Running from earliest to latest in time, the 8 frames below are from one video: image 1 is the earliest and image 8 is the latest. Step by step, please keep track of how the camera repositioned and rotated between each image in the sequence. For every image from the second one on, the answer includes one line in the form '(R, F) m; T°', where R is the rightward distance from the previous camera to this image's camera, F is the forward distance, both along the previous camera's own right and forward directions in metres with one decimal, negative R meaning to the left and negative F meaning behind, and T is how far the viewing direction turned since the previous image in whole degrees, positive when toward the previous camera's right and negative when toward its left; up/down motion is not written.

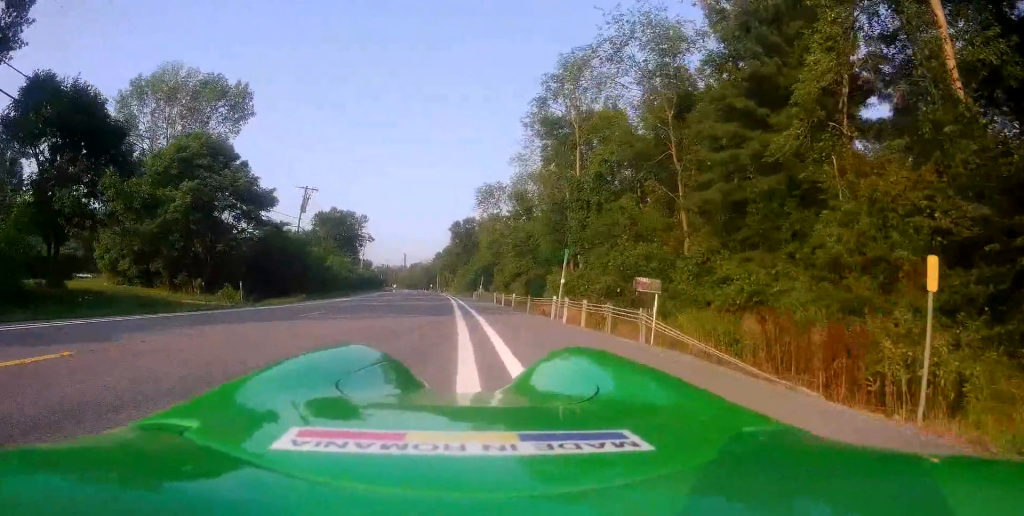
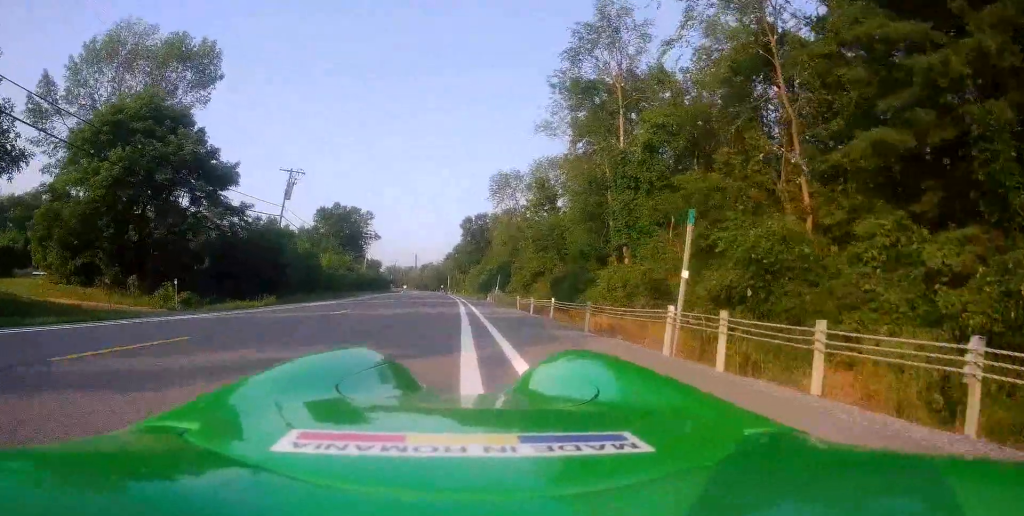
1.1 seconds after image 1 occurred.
(+0.1, +8.9) m; -1°
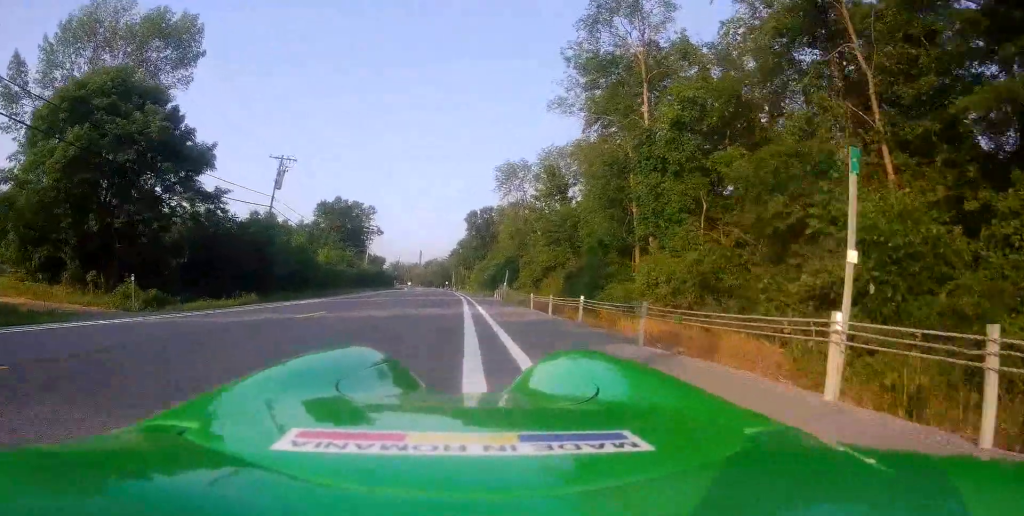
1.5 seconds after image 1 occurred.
(-0.1, +3.8) m; -1°
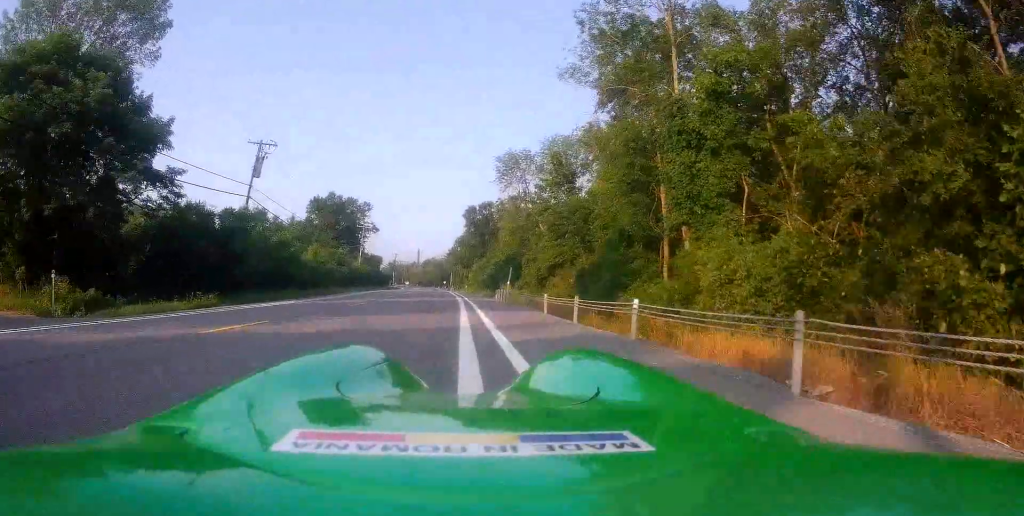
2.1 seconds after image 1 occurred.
(-0.2, +4.9) m; -1°
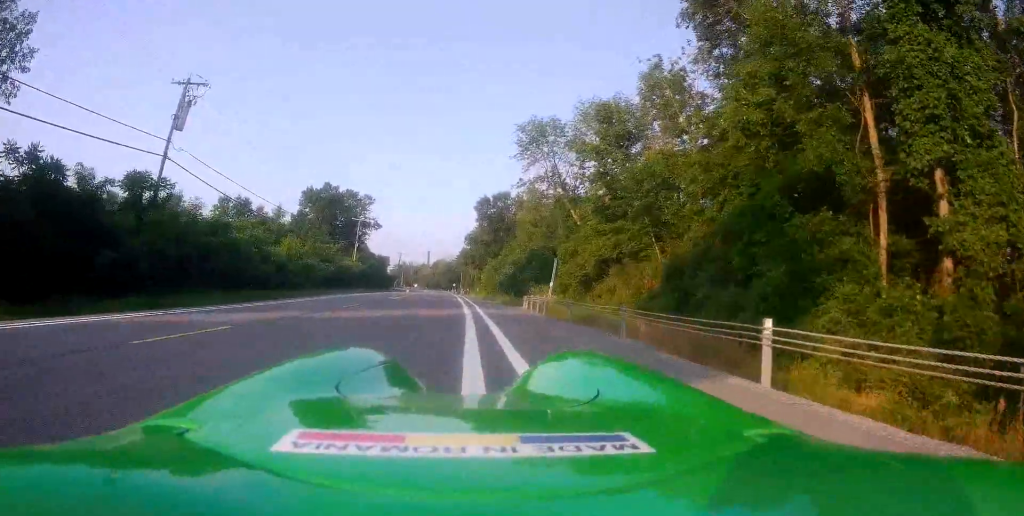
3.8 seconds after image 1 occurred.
(0.0, +14.0) m; 0°
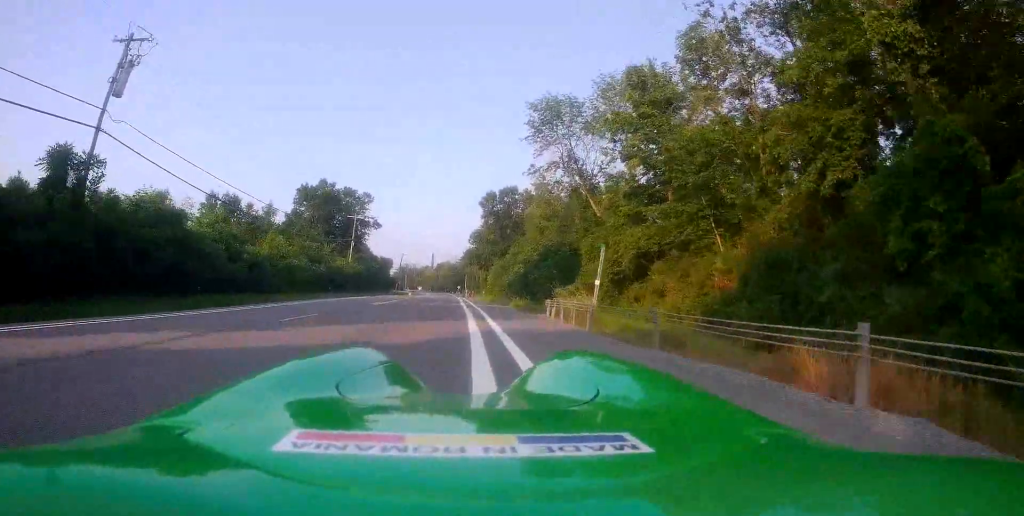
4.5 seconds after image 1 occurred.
(0.0, +6.3) m; -1°
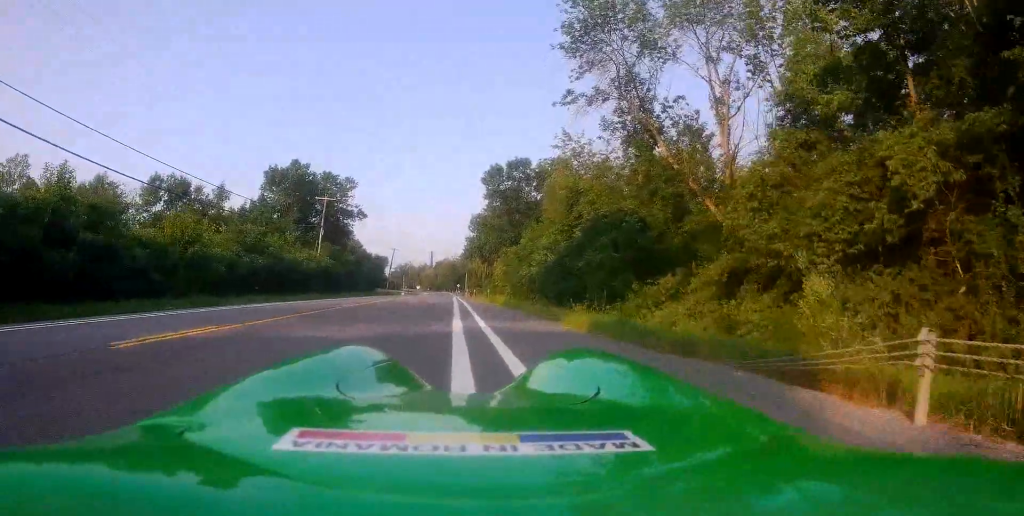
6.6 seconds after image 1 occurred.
(-0.7, +17.8) m; -1°
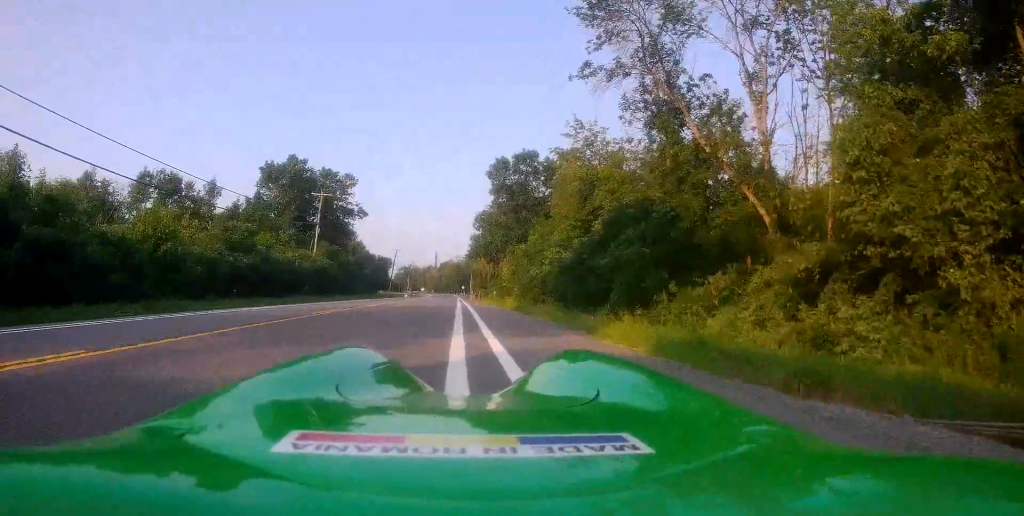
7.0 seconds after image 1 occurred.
(+0.4, +3.5) m; 0°
